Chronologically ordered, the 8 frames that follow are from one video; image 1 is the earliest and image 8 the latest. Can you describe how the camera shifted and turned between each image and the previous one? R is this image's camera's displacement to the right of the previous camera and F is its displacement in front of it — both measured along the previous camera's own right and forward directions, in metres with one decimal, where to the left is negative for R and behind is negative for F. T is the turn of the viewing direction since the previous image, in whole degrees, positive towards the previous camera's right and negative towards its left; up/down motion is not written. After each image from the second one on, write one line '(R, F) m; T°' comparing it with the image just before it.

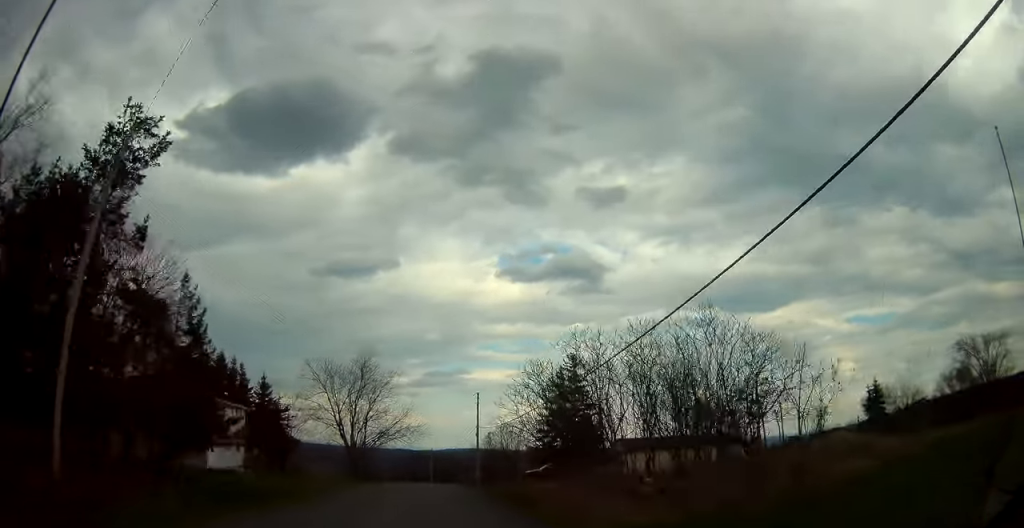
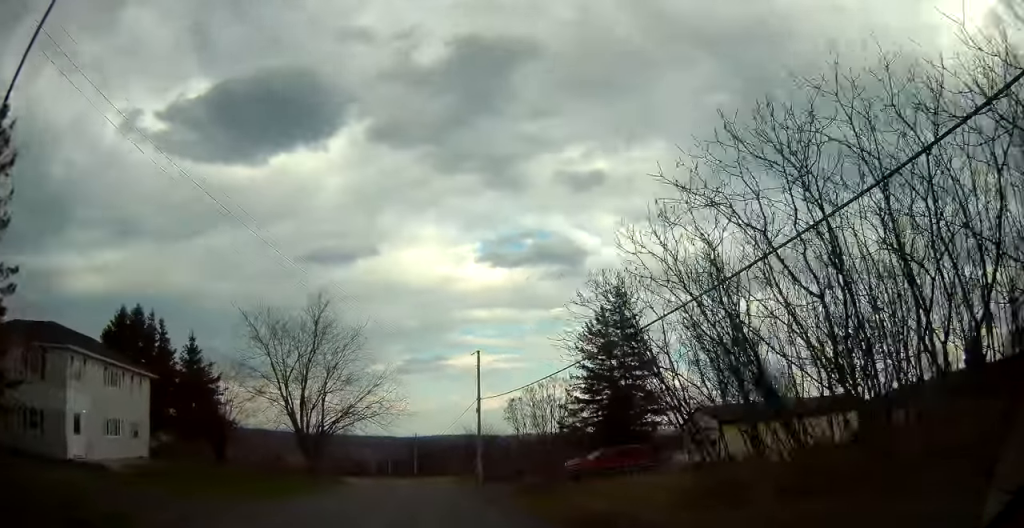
(+0.4, +18.0) m; +1°
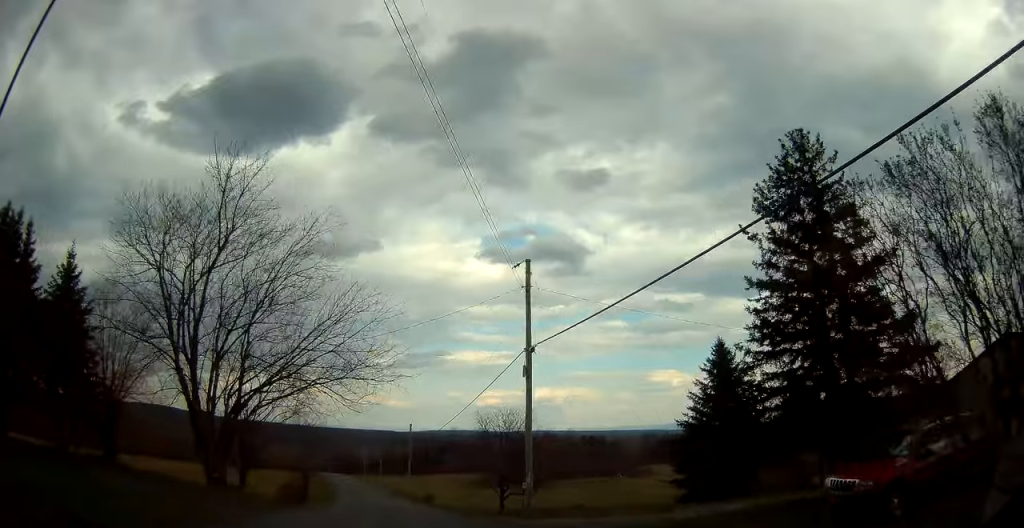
(0.0, +20.9) m; 0°
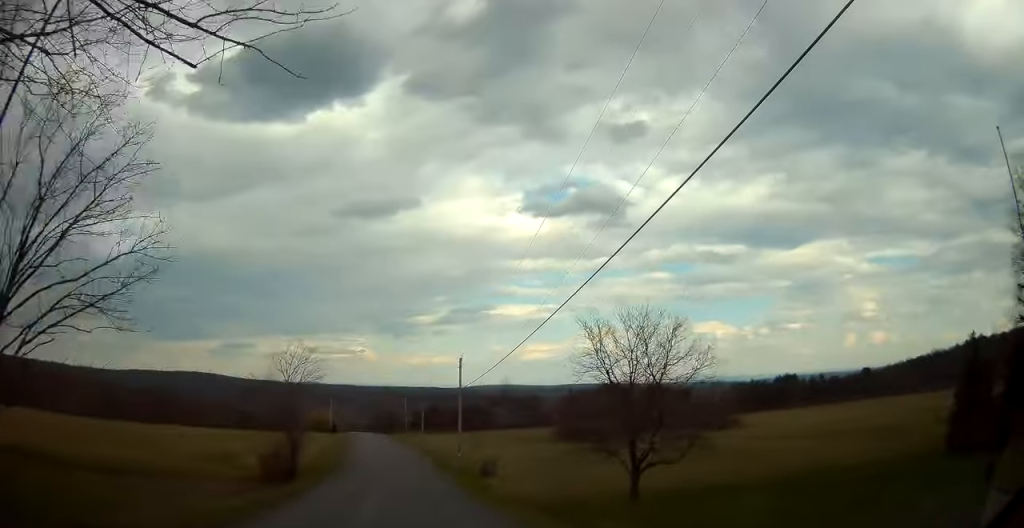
(-0.3, +24.2) m; -3°
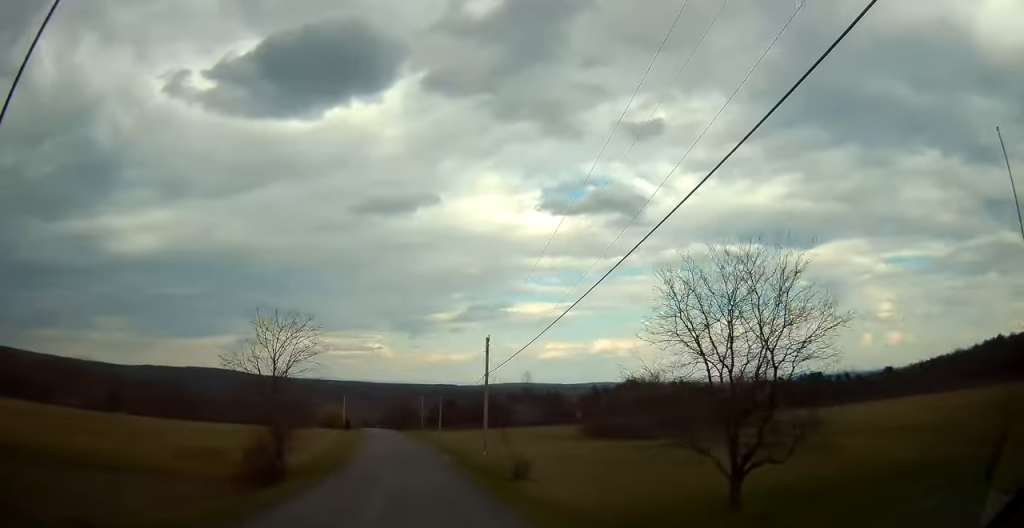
(0.0, +8.2) m; -1°
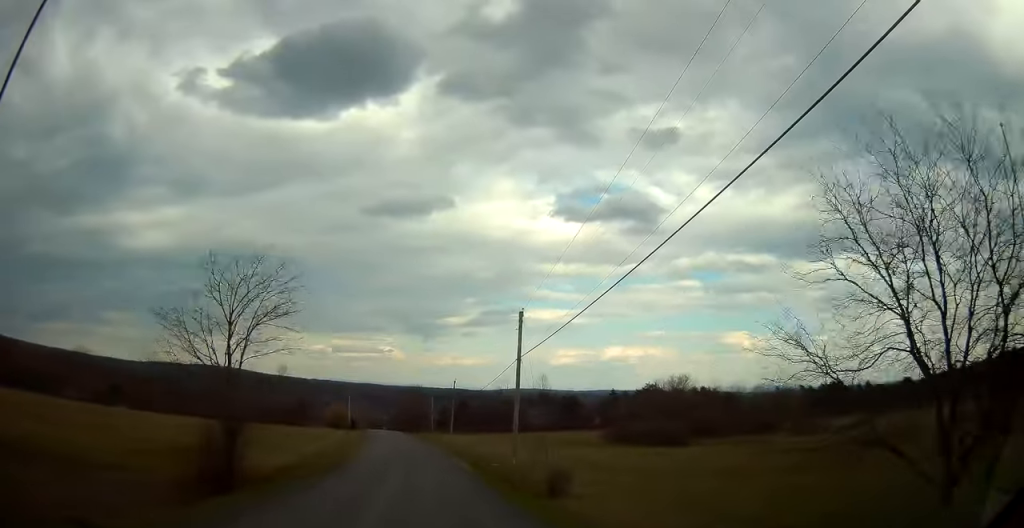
(-0.2, +9.8) m; -1°
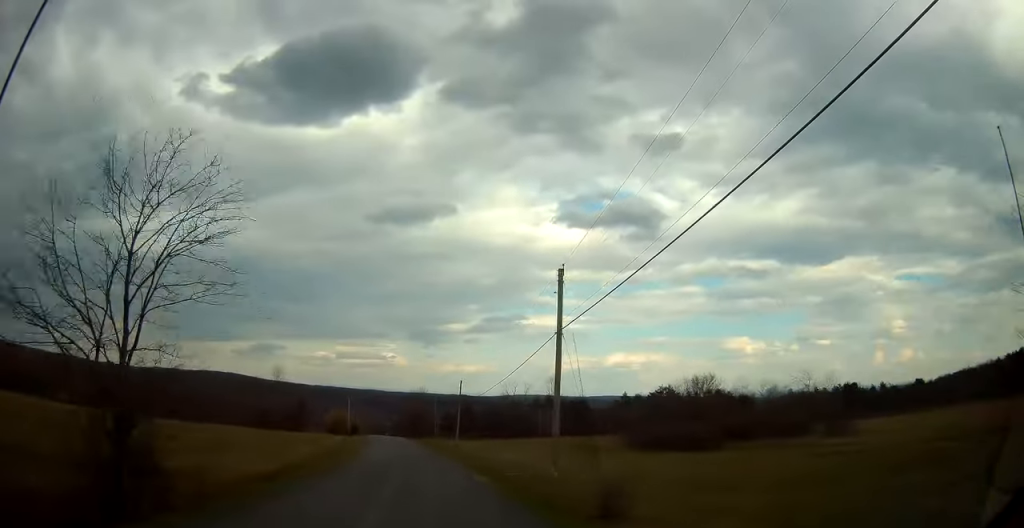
(-0.1, +9.1) m; -1°
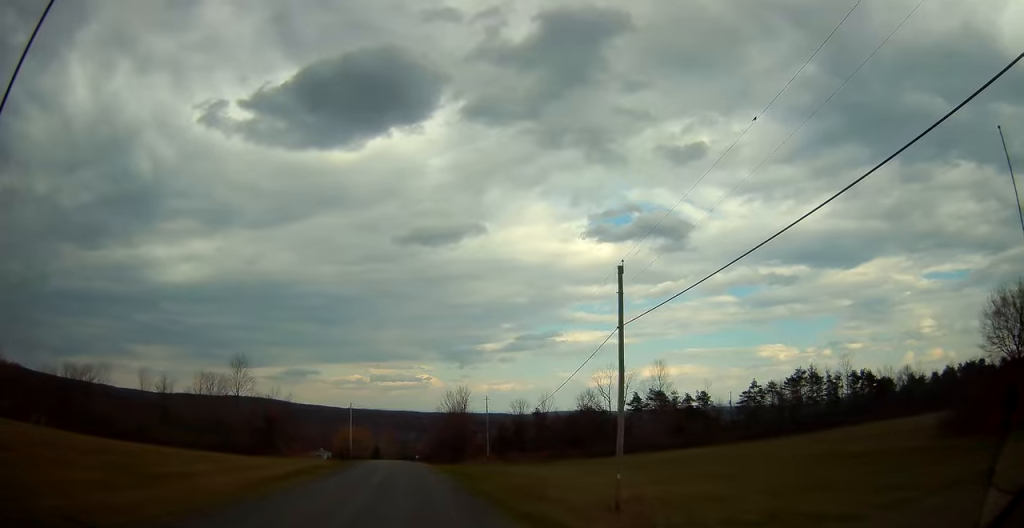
(-1.9, +62.3) m; -5°
